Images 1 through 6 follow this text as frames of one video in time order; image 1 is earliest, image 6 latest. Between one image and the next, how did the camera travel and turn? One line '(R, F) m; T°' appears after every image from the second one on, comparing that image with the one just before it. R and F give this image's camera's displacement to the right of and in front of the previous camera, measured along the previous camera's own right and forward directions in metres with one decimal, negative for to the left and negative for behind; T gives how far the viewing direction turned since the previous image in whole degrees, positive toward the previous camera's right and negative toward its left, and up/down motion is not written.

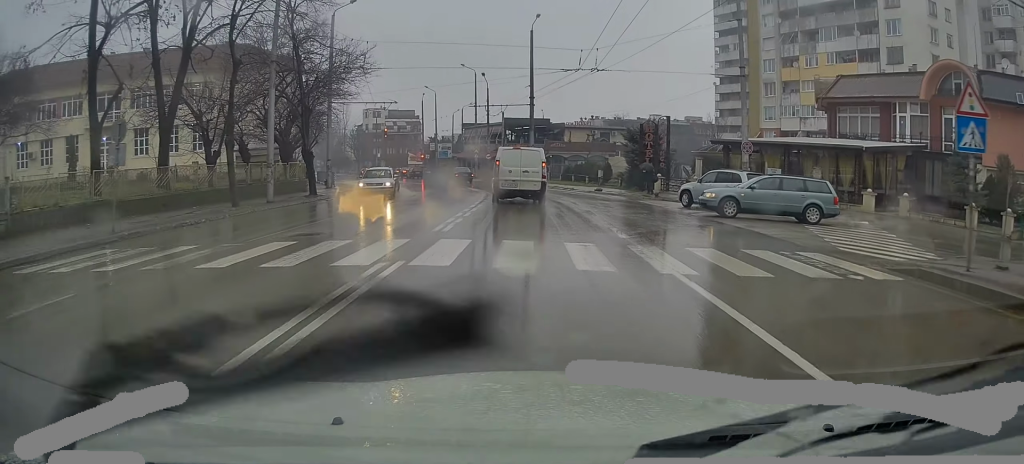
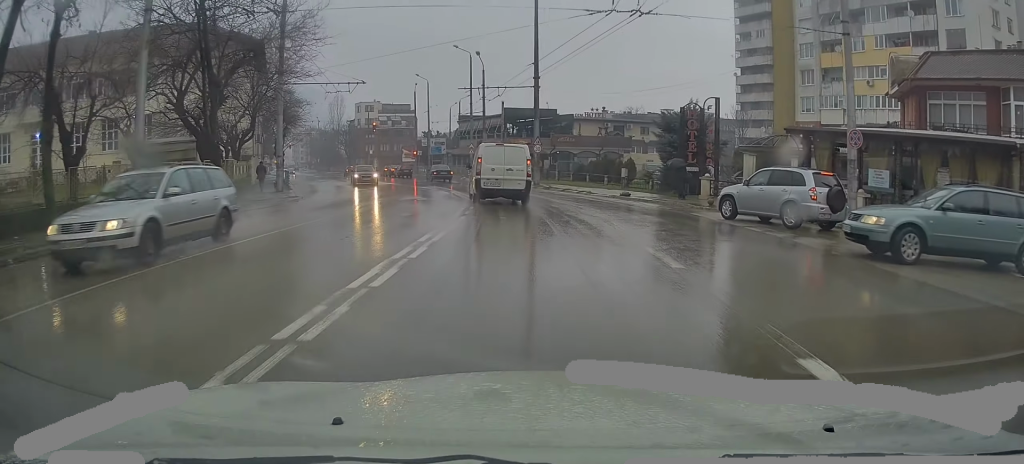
(+0.1, +10.5) m; 0°
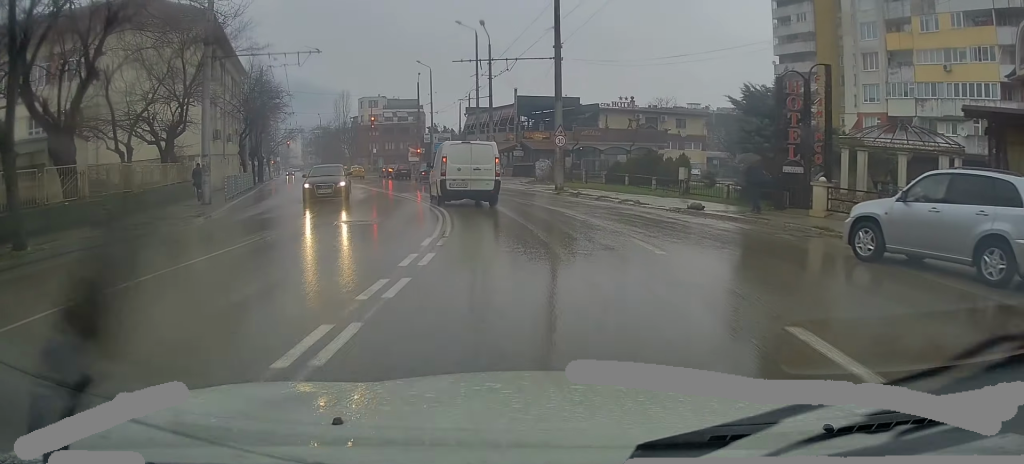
(-0.1, +10.8) m; -2°
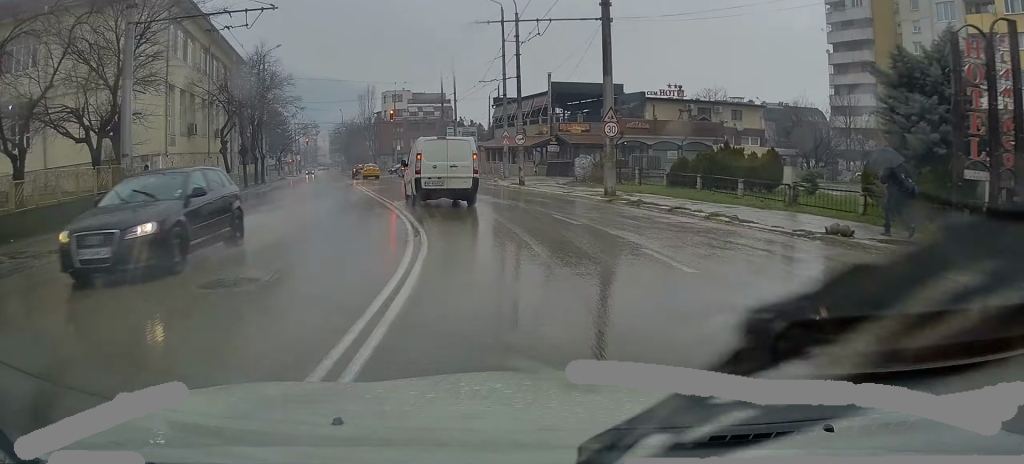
(-0.1, +8.1) m; -3°
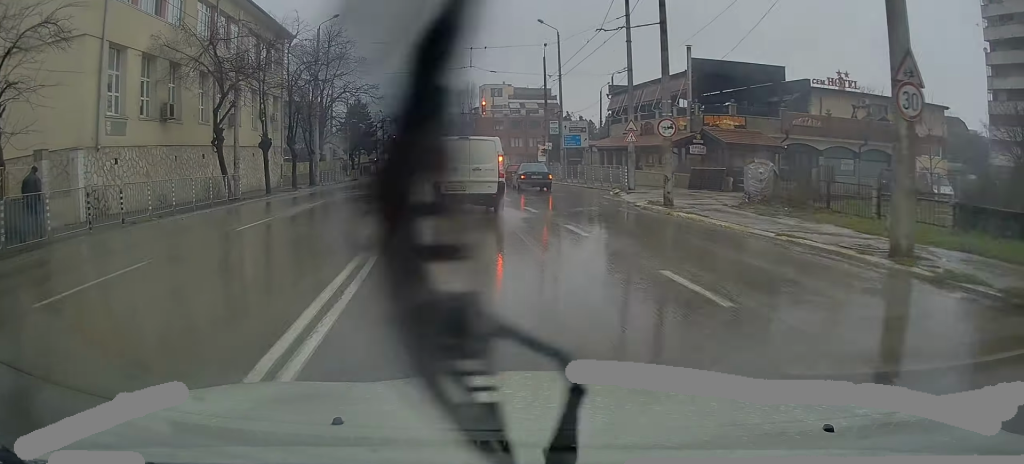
(-0.8, +13.7) m; -10°
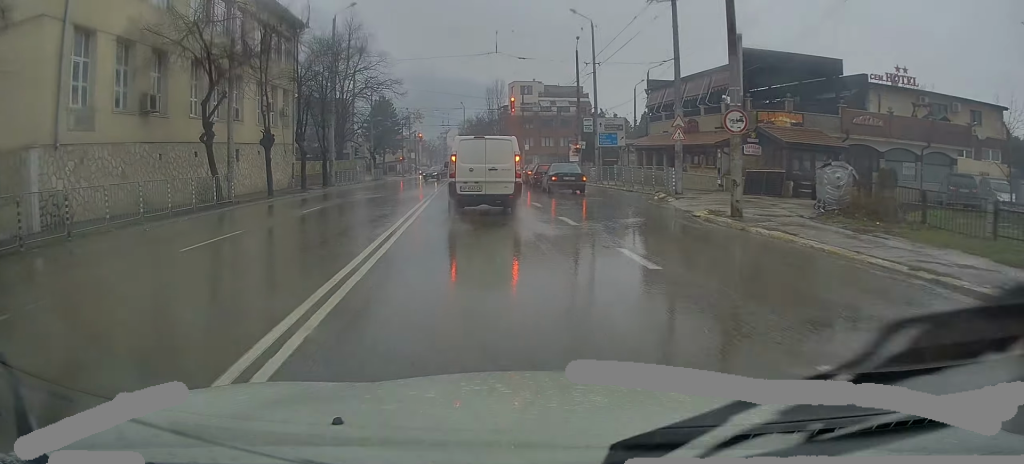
(-0.3, +3.7) m; -4°
